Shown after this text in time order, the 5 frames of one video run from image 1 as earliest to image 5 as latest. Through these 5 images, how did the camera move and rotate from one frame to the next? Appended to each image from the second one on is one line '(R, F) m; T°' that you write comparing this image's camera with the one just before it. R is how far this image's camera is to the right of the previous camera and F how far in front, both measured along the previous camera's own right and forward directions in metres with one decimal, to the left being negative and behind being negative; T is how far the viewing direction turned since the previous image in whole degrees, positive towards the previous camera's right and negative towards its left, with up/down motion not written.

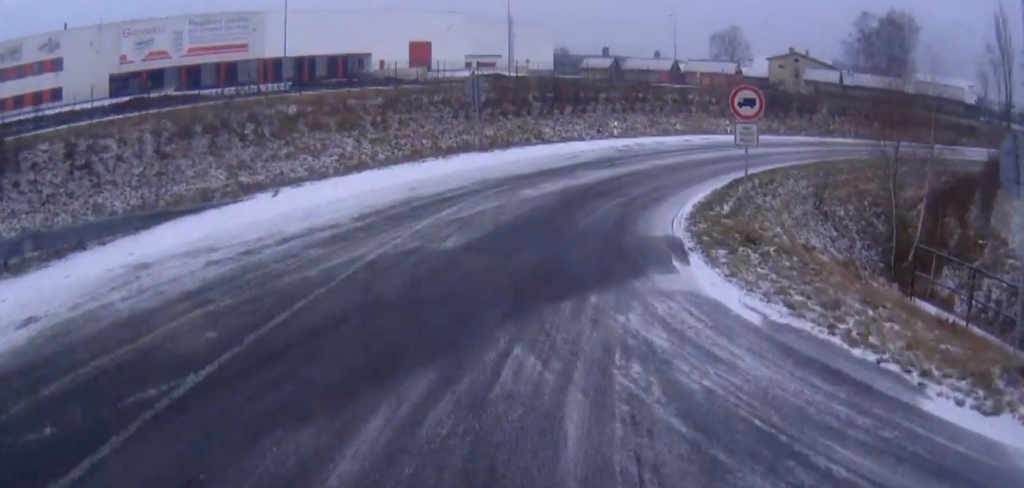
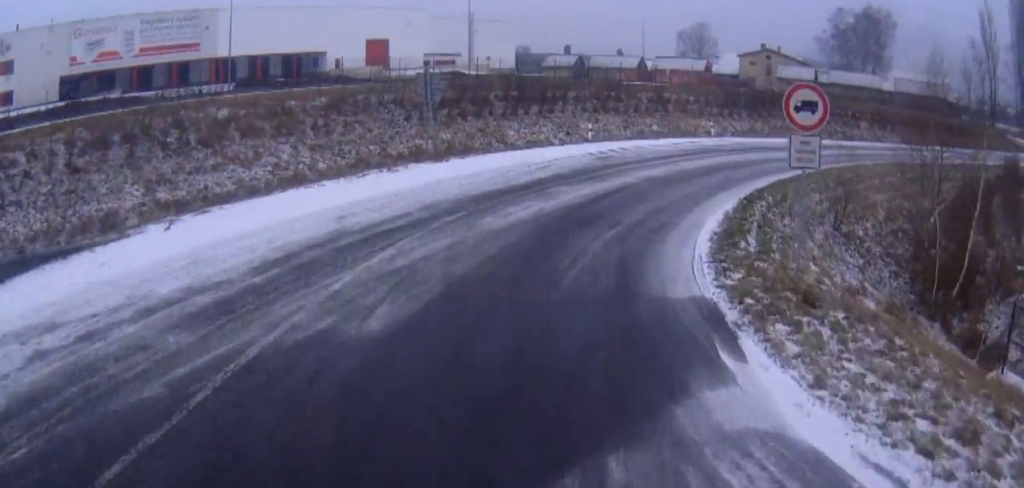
(-0.2, +4.2) m; +2°
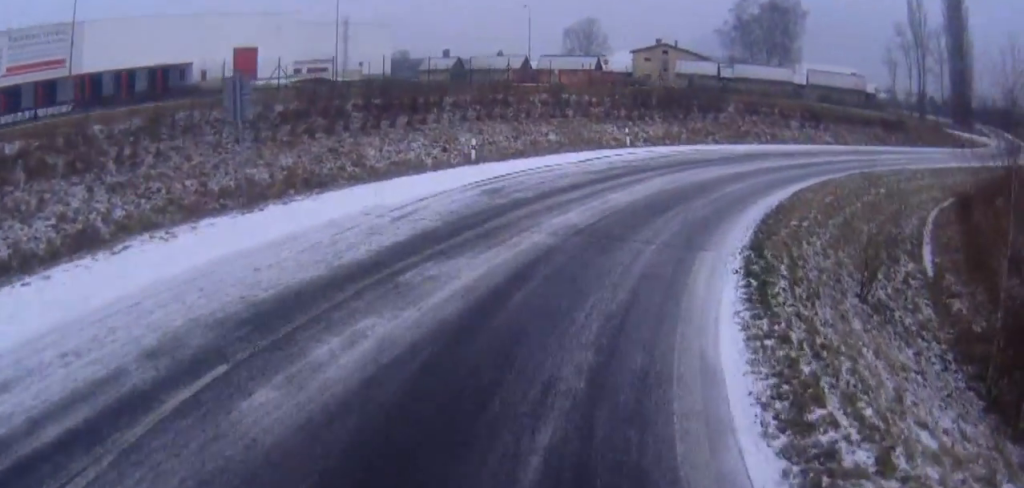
(+0.5, +7.9) m; +8°
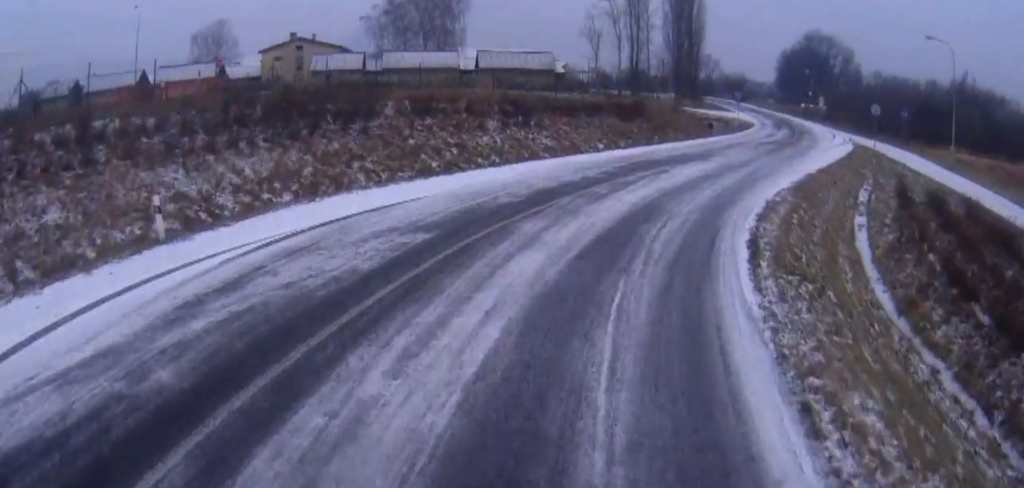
(+4.1, +17.0) m; +30°
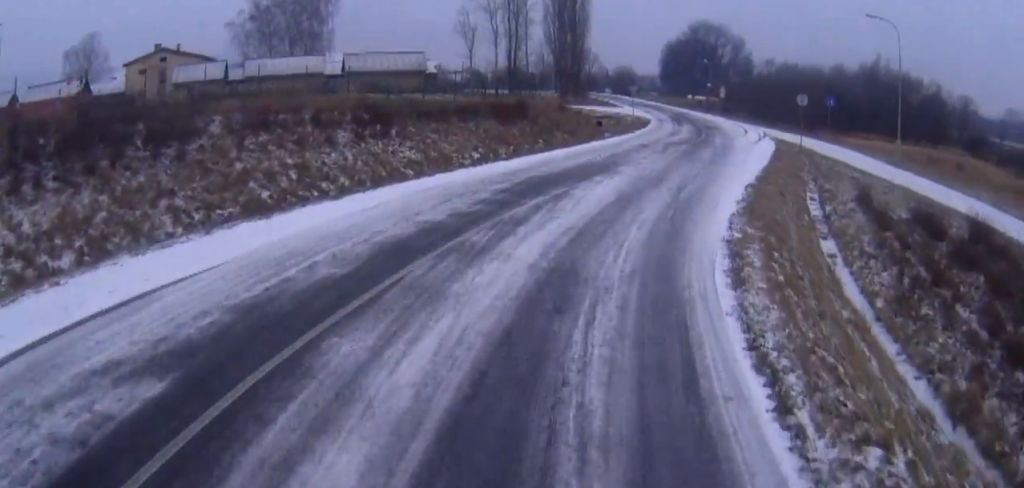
(+0.7, +5.8) m; +10°
